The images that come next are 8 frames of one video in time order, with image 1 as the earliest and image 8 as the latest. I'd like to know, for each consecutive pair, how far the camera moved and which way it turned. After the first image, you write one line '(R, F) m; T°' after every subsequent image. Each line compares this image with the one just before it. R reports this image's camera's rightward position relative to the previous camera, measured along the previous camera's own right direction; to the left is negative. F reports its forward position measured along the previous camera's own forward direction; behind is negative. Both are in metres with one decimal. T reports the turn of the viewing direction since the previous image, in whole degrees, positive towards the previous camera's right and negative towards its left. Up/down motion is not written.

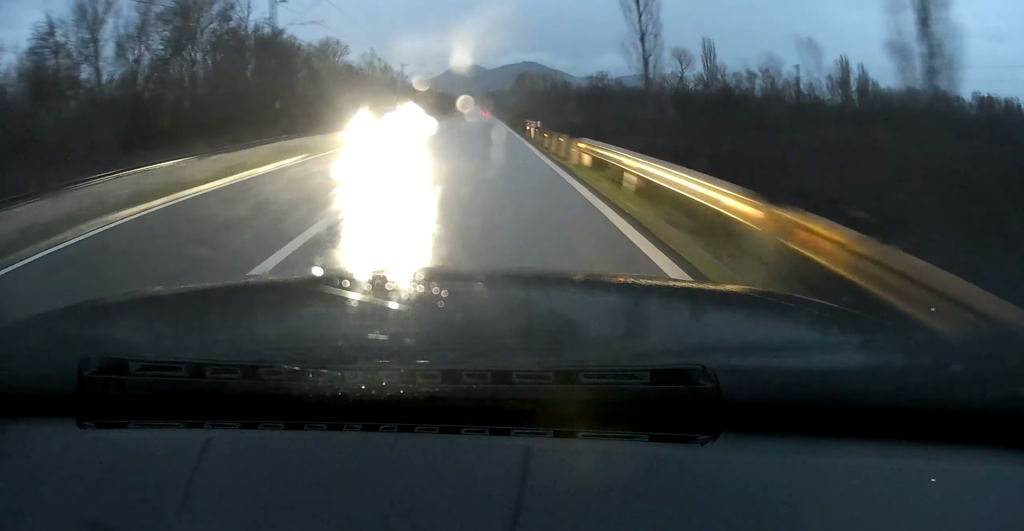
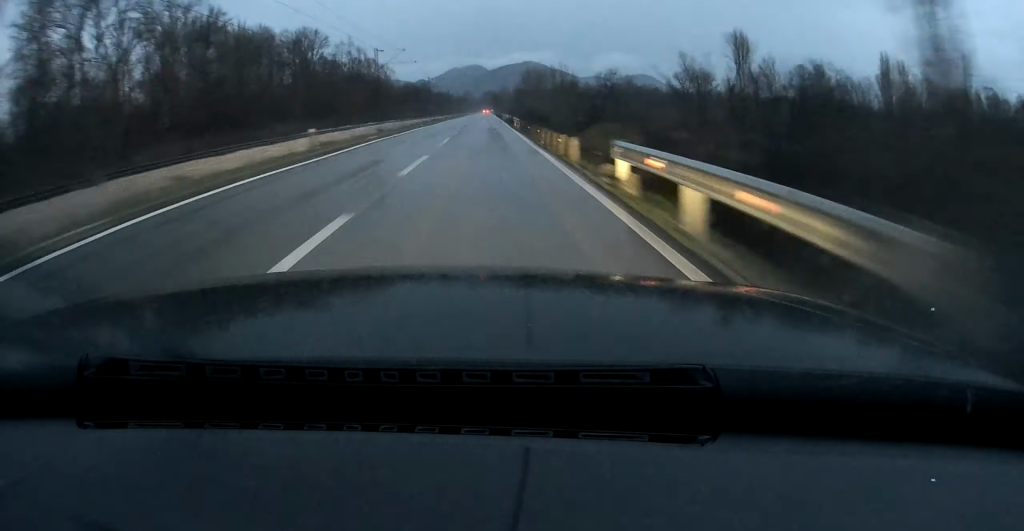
(0.0, +22.8) m; 0°
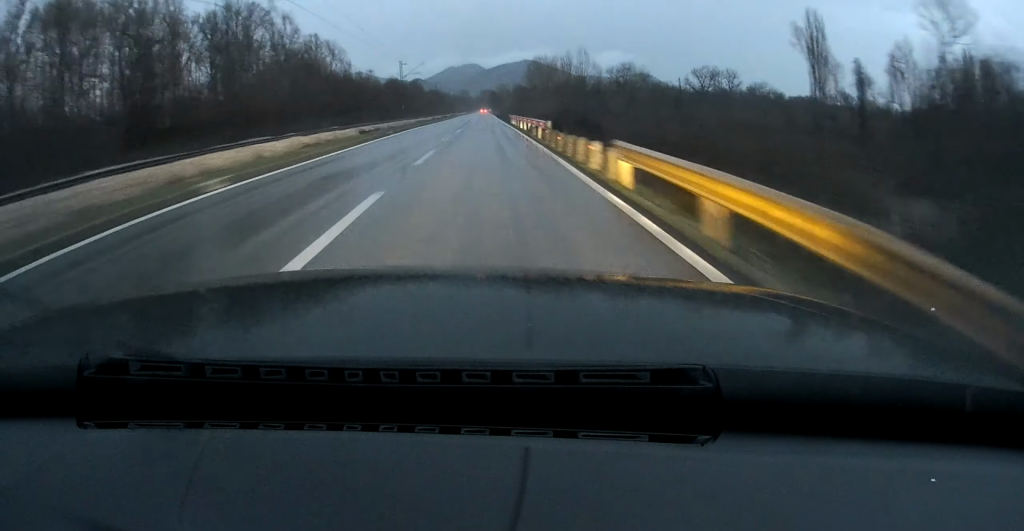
(+0.4, +39.2) m; 0°
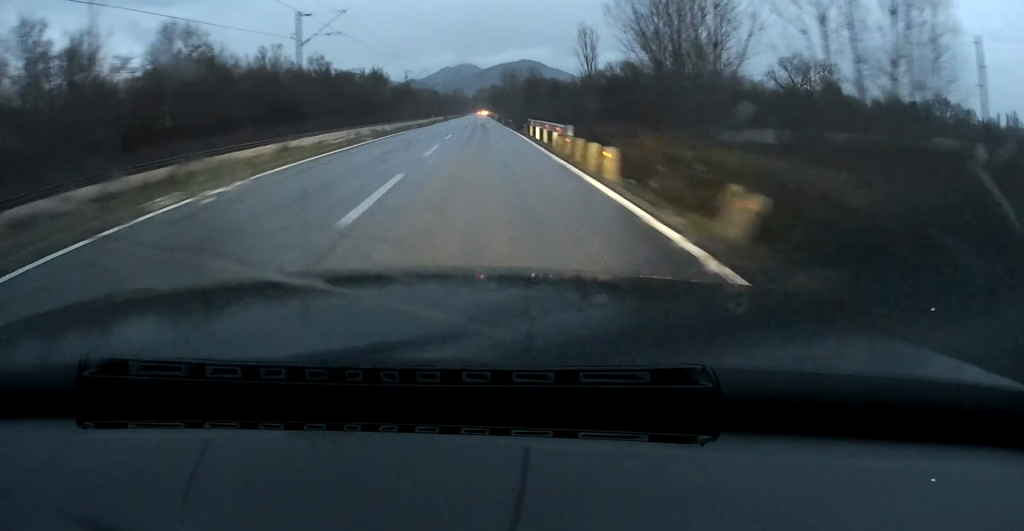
(0.0, +110.0) m; 0°
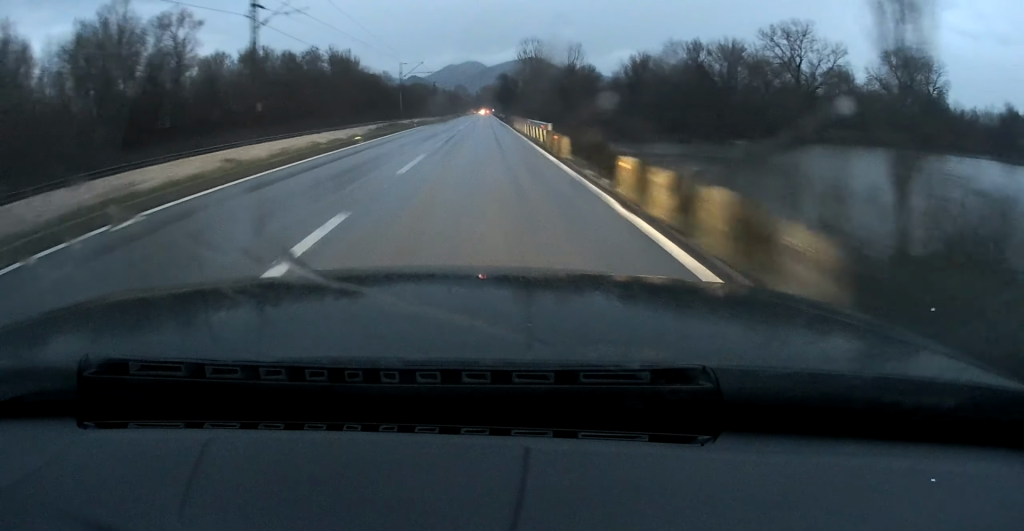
(+0.2, +66.6) m; 0°
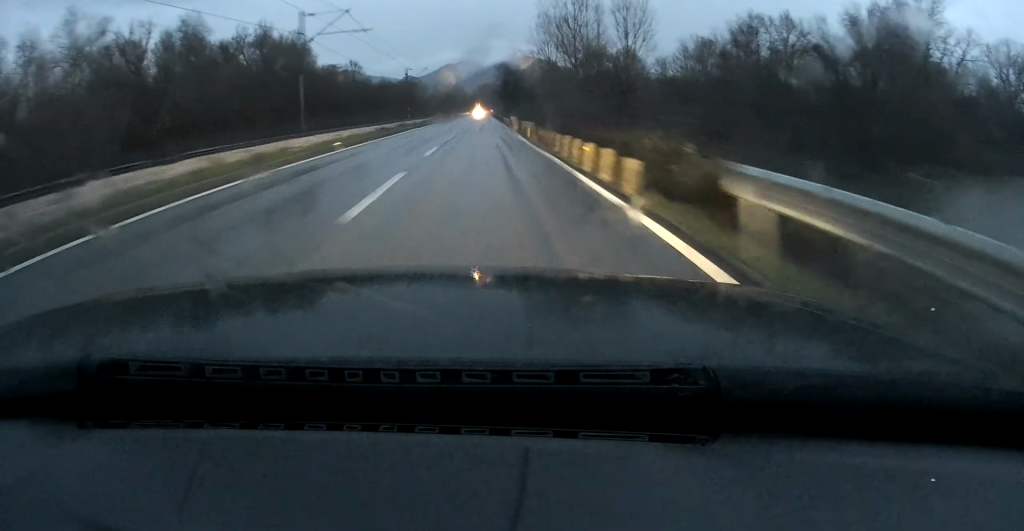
(-0.2, +46.3) m; 0°
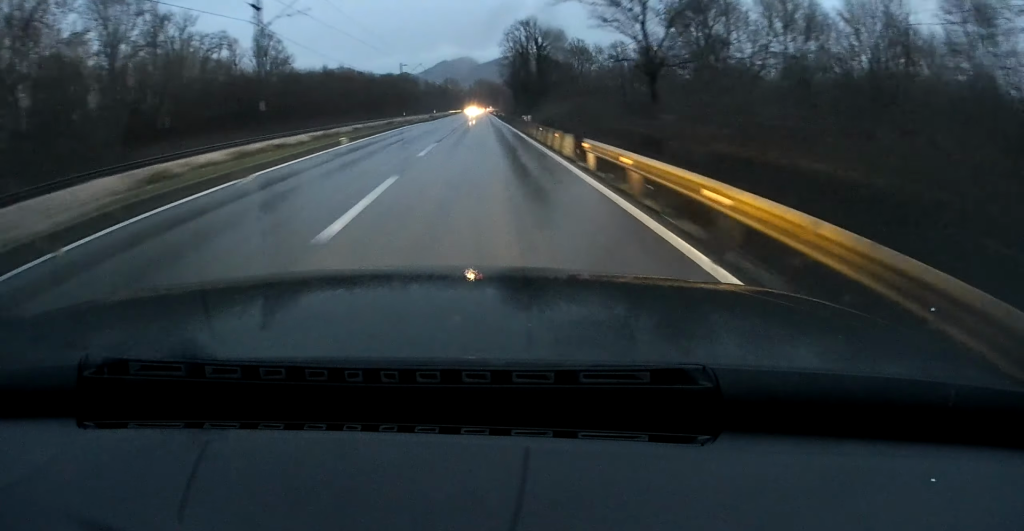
(+0.1, +62.7) m; 0°
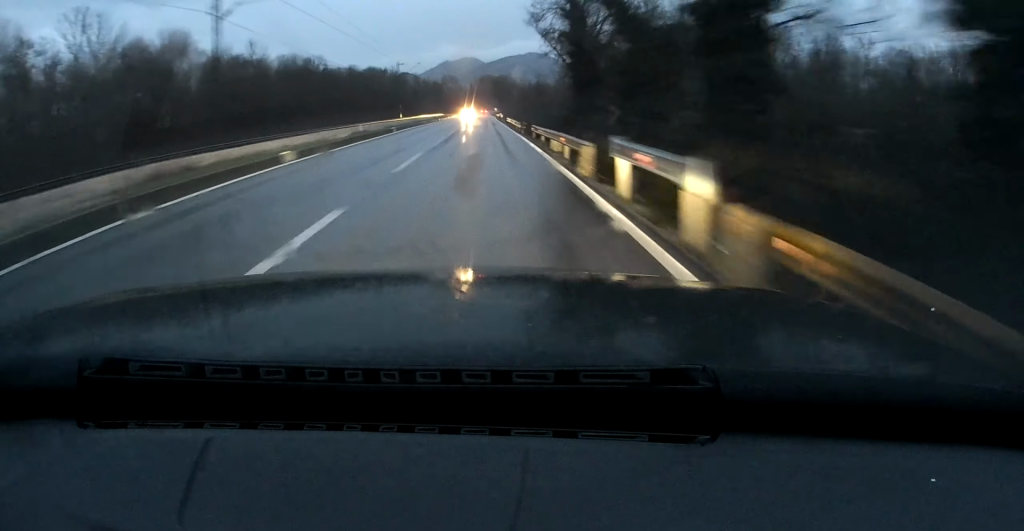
(+0.2, +65.1) m; 0°
